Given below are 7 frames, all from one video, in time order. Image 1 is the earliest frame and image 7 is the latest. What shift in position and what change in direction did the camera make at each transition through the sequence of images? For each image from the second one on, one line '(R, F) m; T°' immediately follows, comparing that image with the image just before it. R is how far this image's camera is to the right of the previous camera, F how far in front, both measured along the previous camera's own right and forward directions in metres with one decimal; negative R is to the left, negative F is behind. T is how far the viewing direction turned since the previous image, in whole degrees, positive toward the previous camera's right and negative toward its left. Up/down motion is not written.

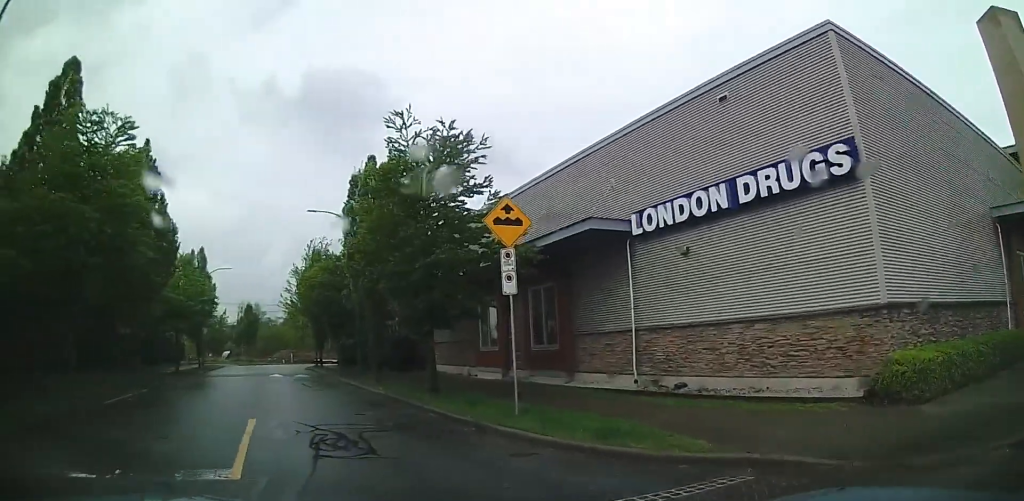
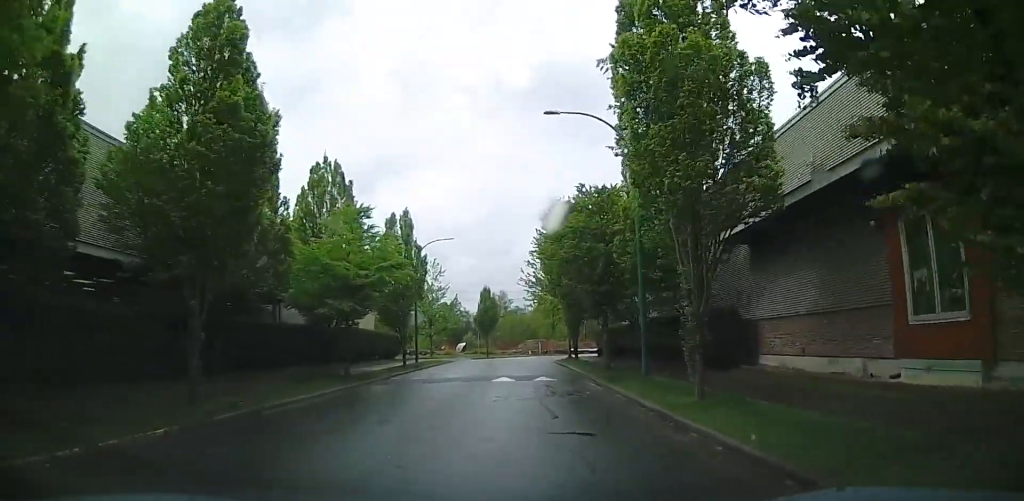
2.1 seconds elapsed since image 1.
(-2.9, +8.4) m; -28°
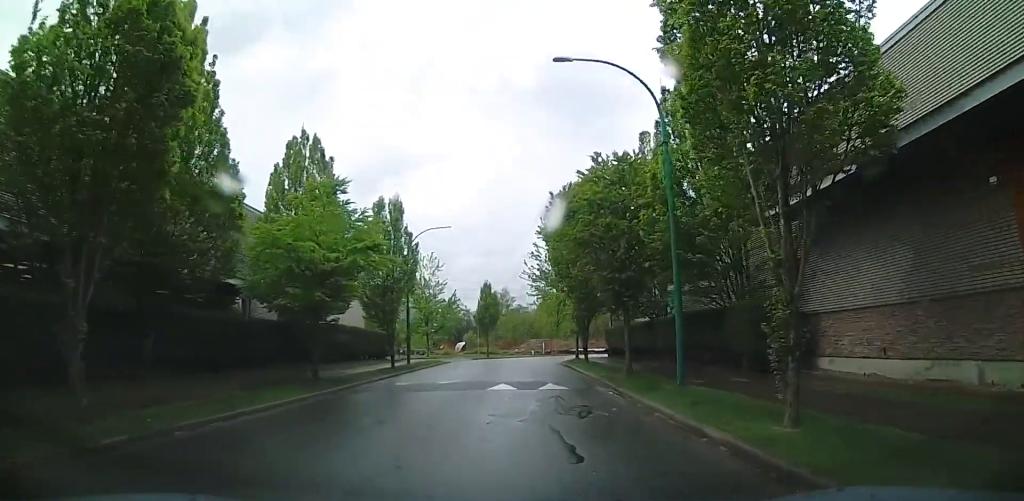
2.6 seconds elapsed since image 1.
(-0.1, +2.9) m; -4°
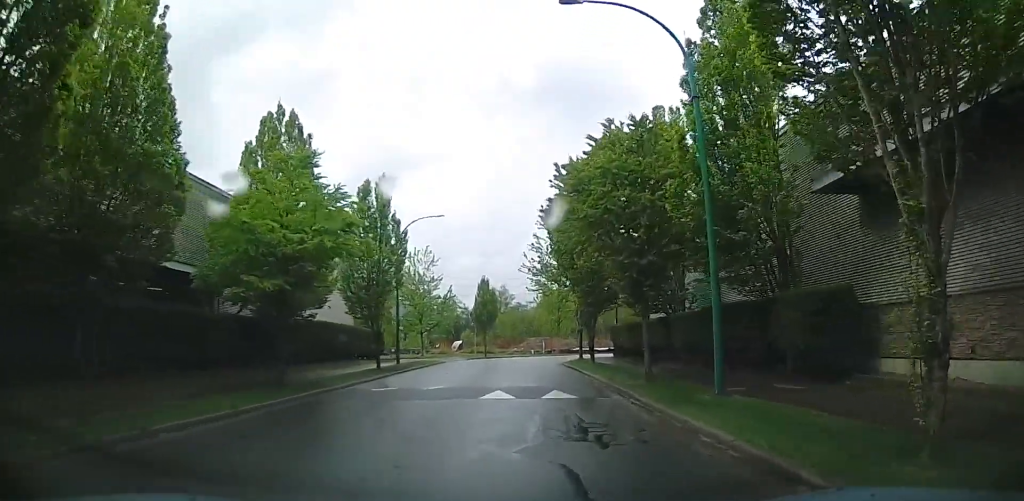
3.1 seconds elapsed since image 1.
(0.0, +2.4) m; -5°
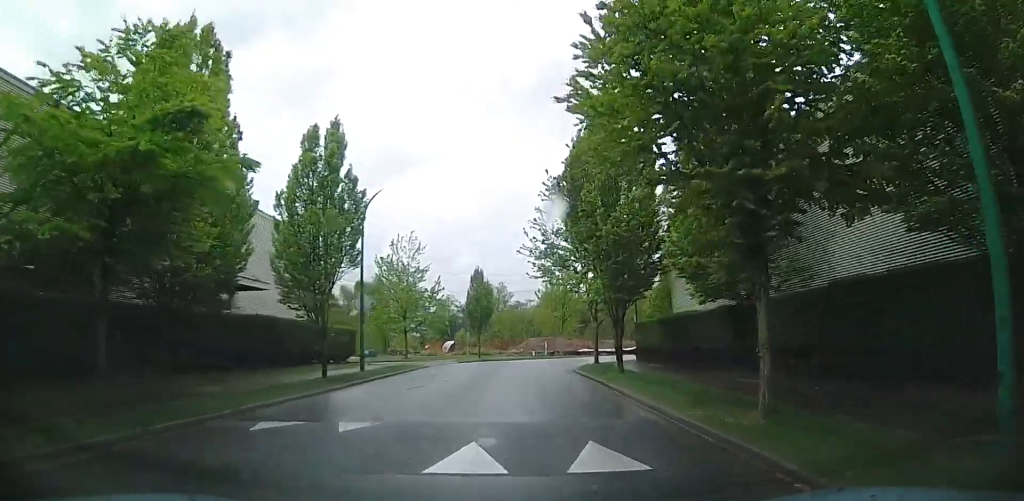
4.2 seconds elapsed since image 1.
(-0.8, +6.6) m; -11°
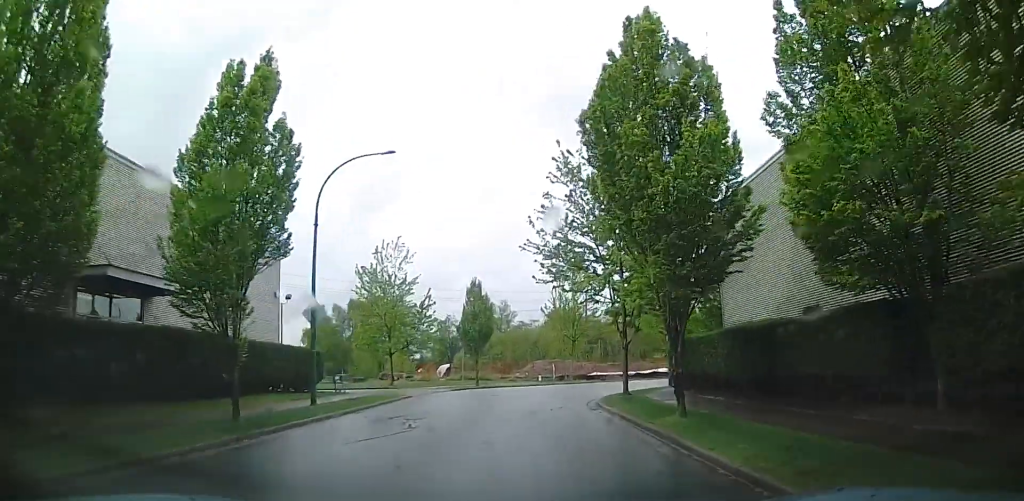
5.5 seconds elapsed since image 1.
(-0.2, +7.8) m; -2°
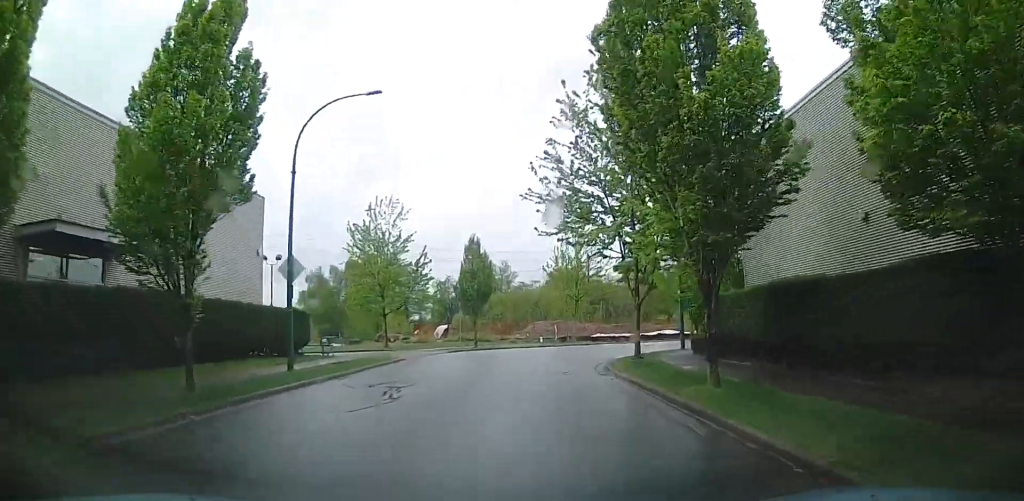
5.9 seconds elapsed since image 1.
(-0.1, +2.7) m; -1°
